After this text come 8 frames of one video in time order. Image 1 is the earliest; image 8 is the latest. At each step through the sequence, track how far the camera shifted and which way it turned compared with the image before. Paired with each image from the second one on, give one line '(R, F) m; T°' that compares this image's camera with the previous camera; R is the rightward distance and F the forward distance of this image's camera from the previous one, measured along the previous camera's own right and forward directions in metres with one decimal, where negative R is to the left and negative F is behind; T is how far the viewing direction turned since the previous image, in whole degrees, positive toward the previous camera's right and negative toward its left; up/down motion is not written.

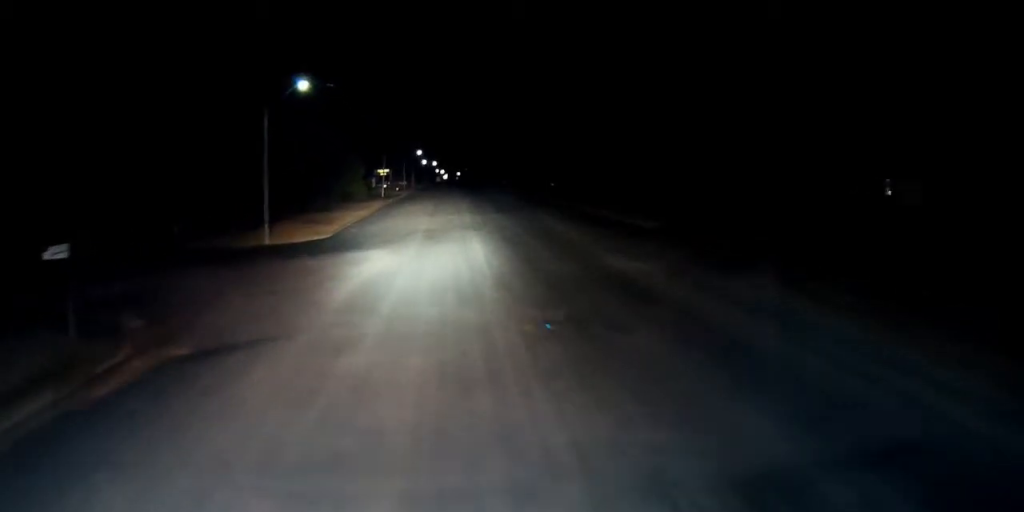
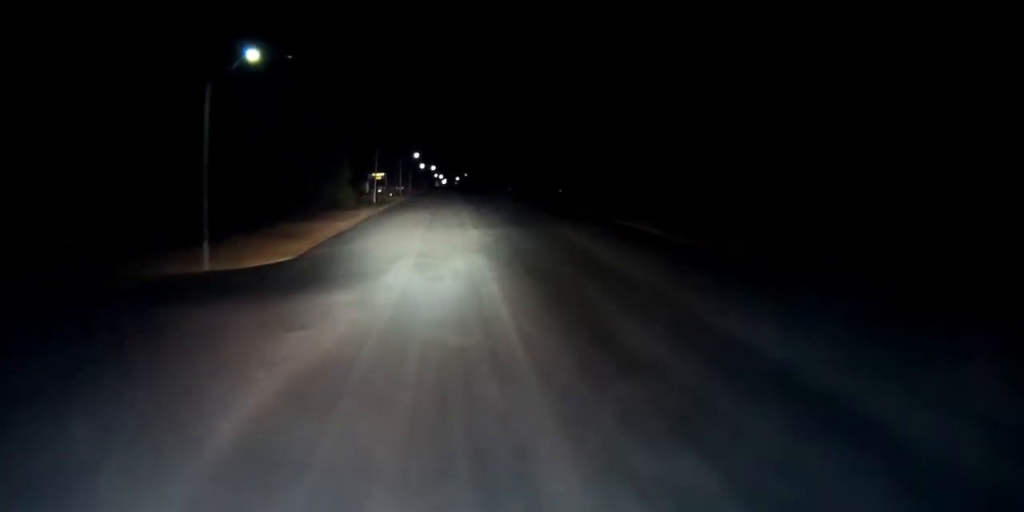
(0.0, +10.5) m; +1°
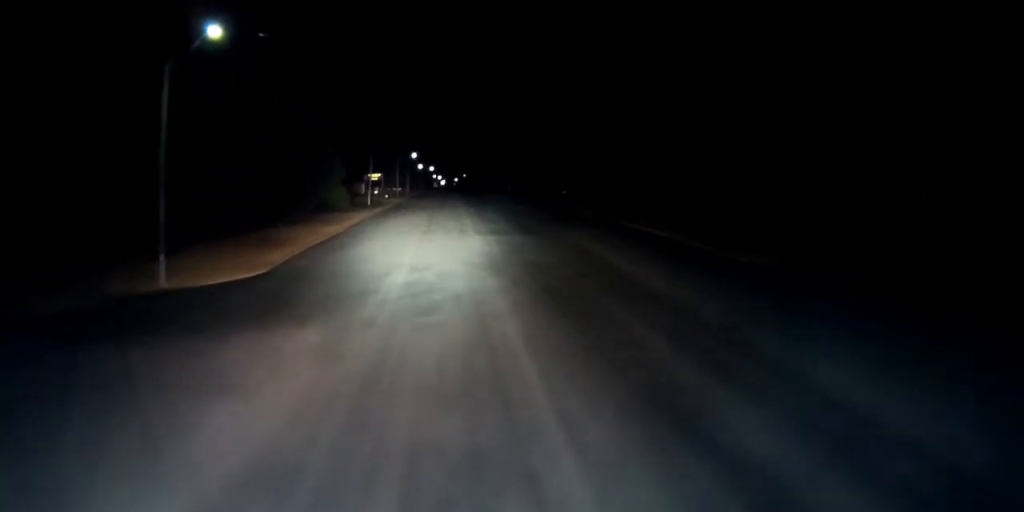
(+0.1, +5.0) m; 0°
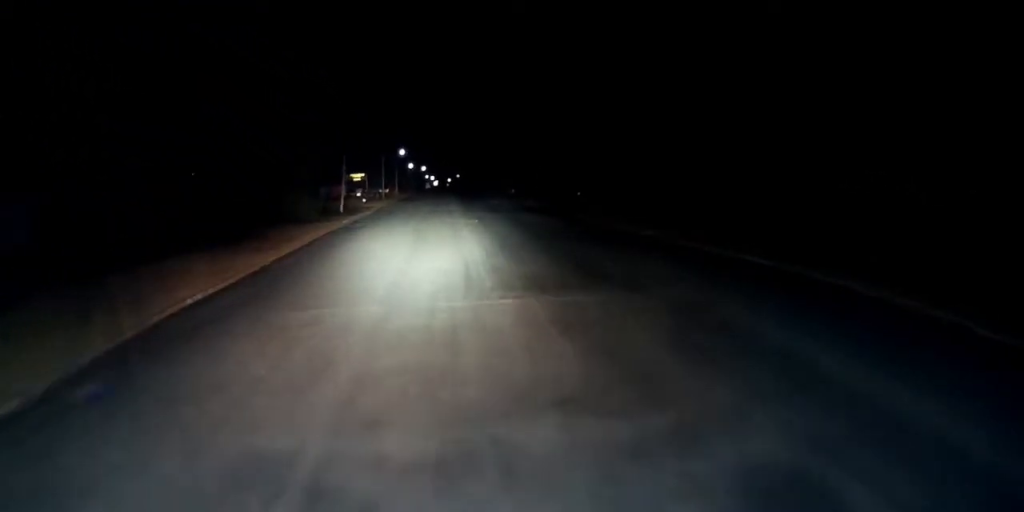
(0.0, +18.8) m; 0°
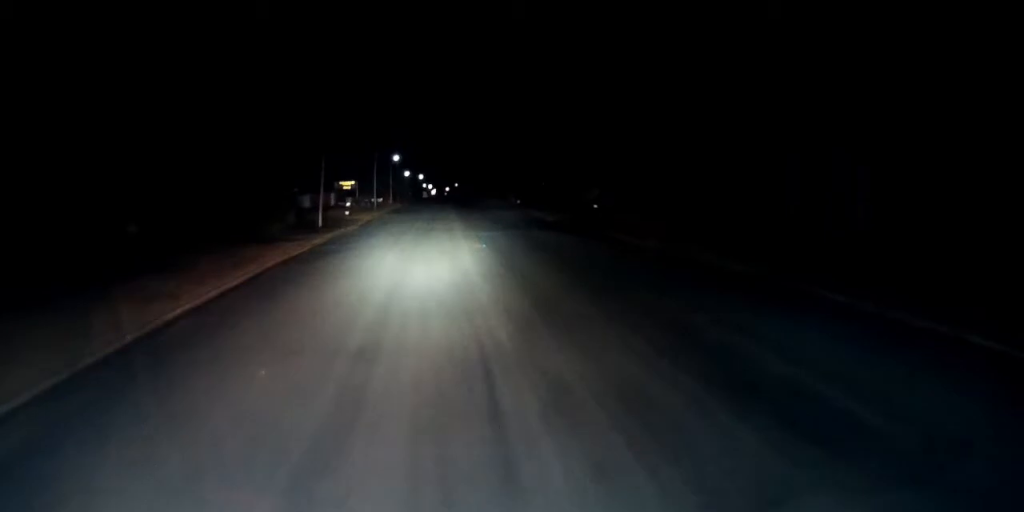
(0.0, +11.8) m; 0°
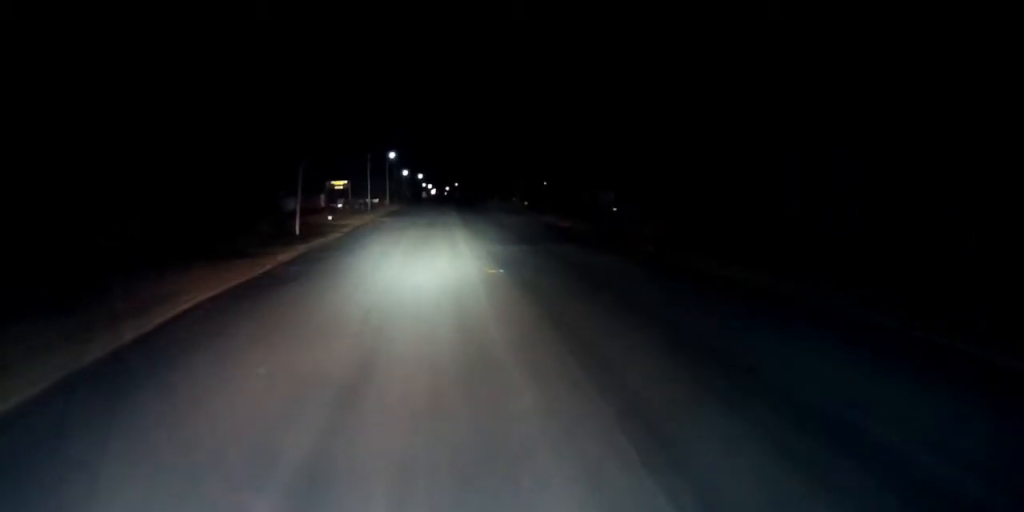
(+0.1, +9.7) m; -1°
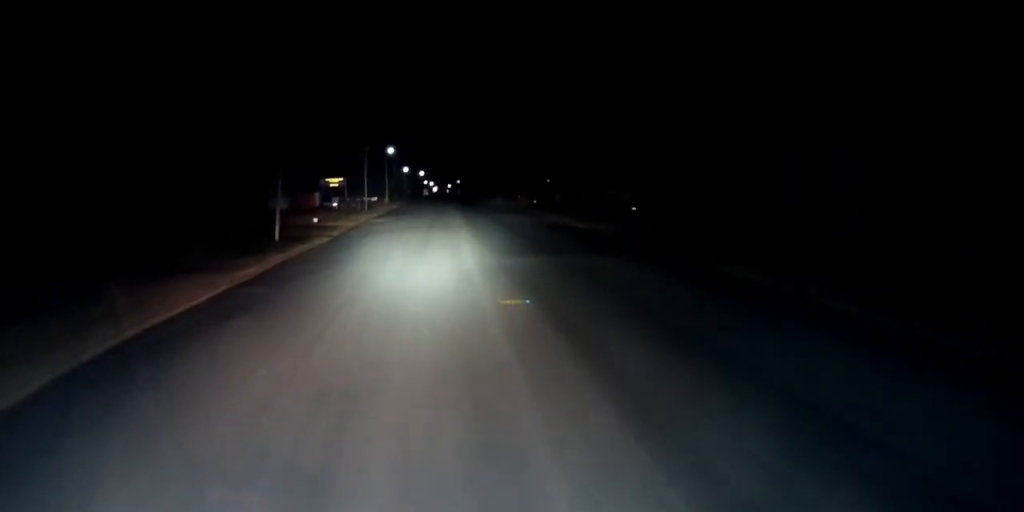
(-0.1, +7.2) m; -1°
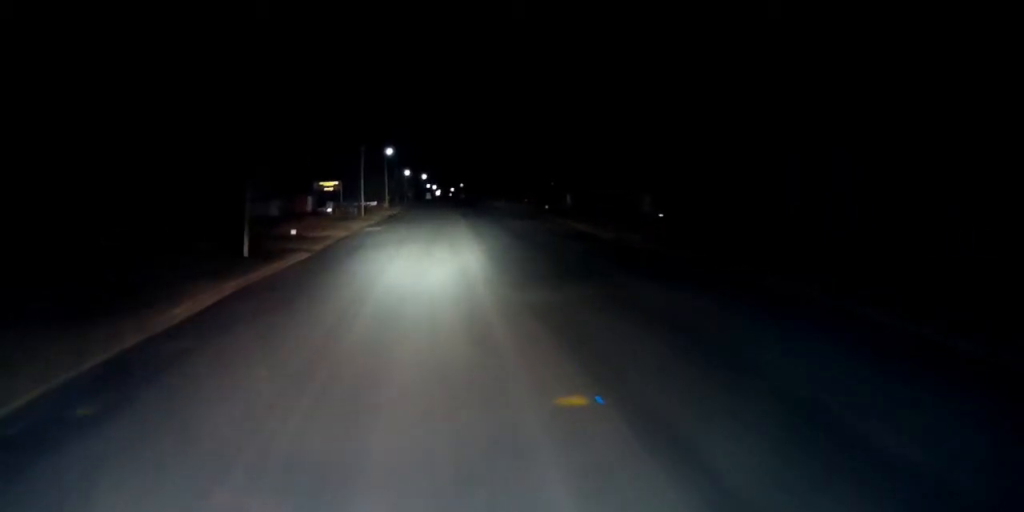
(-0.1, +8.0) m; 0°
